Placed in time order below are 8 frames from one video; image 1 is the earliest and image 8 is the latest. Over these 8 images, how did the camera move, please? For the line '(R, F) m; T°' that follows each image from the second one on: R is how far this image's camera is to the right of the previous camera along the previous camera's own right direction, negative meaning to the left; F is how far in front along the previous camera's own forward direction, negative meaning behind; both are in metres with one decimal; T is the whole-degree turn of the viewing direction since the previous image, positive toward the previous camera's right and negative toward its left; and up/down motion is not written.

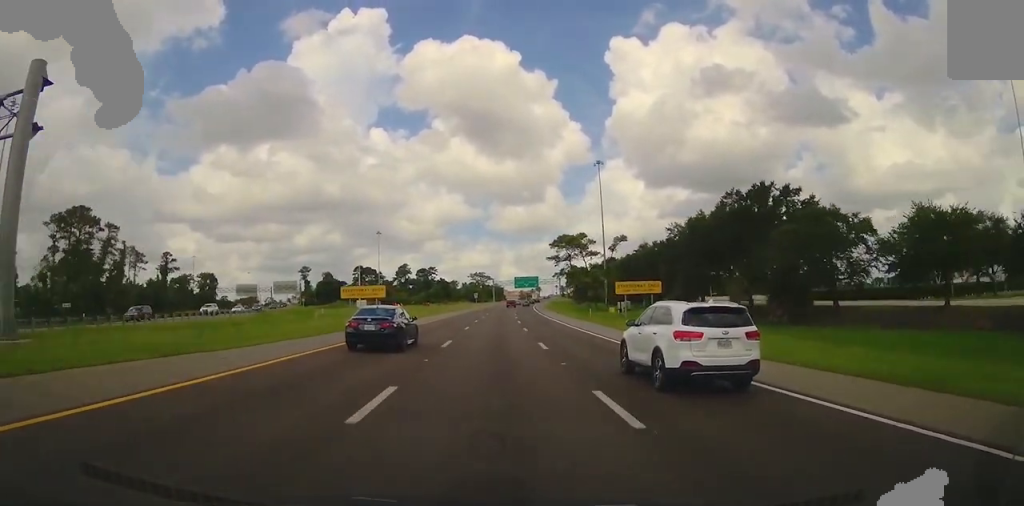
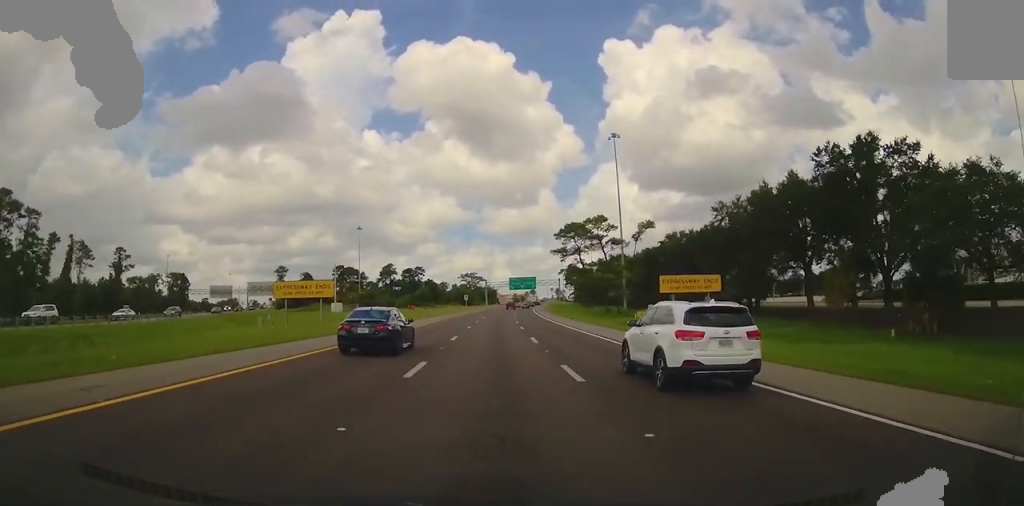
(0.0, +22.3) m; 0°
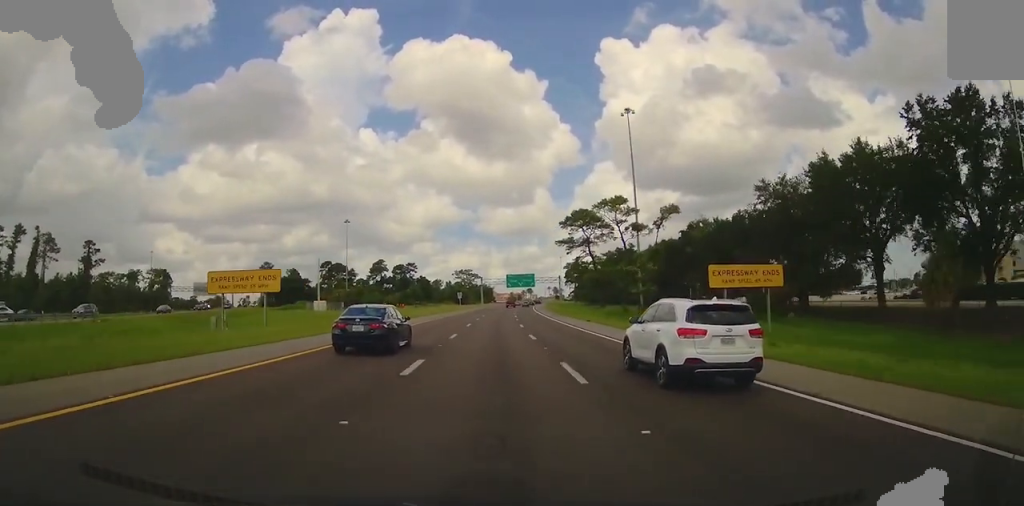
(-0.1, +13.0) m; +1°
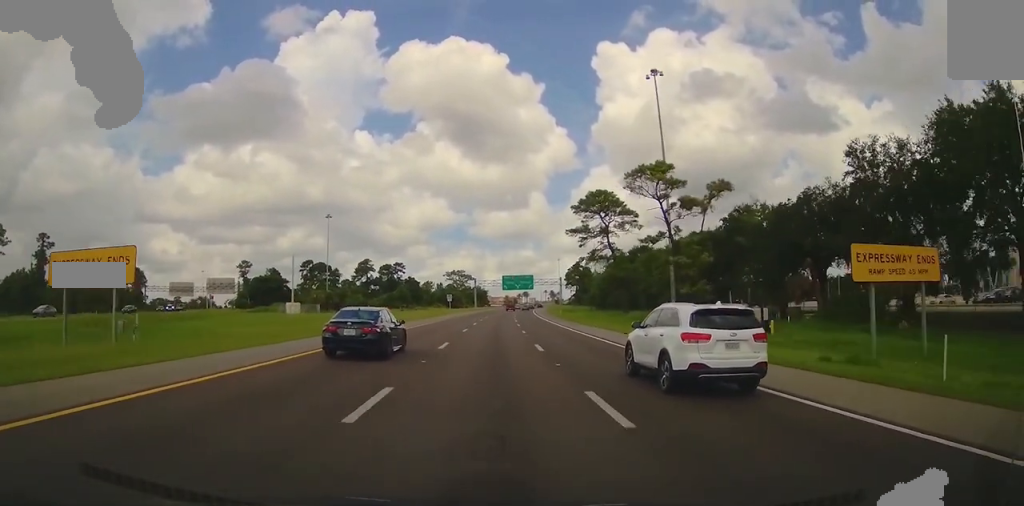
(+0.1, +17.6) m; 0°
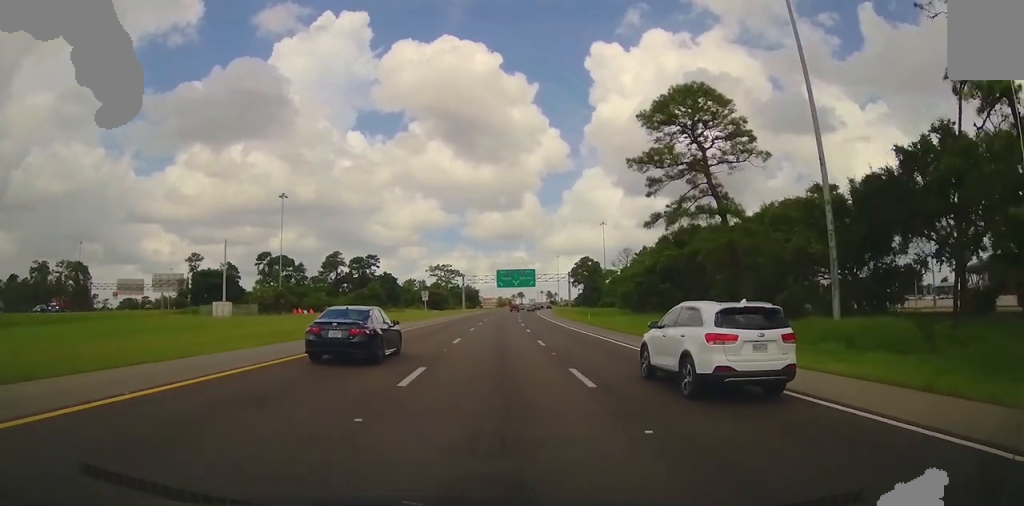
(+0.2, +35.1) m; 0°
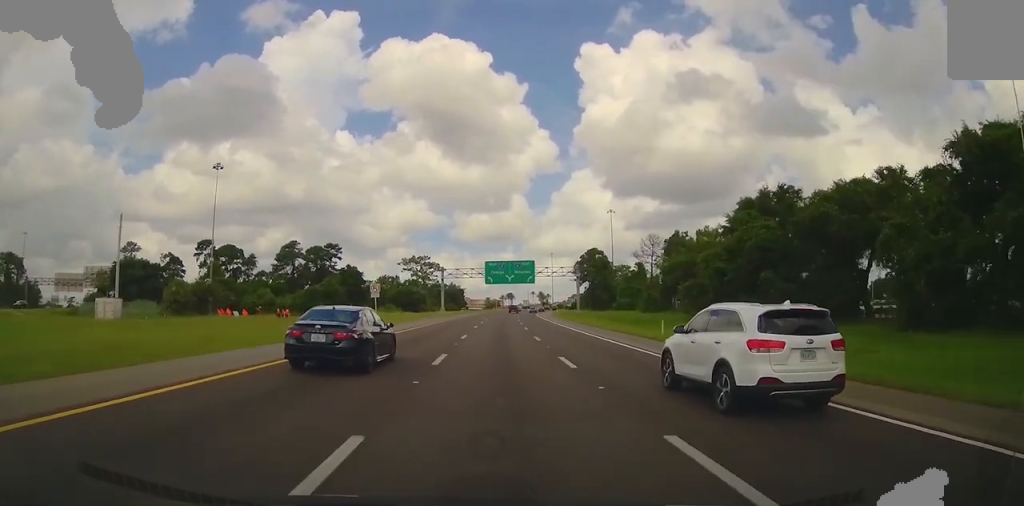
(+0.1, +32.2) m; +2°
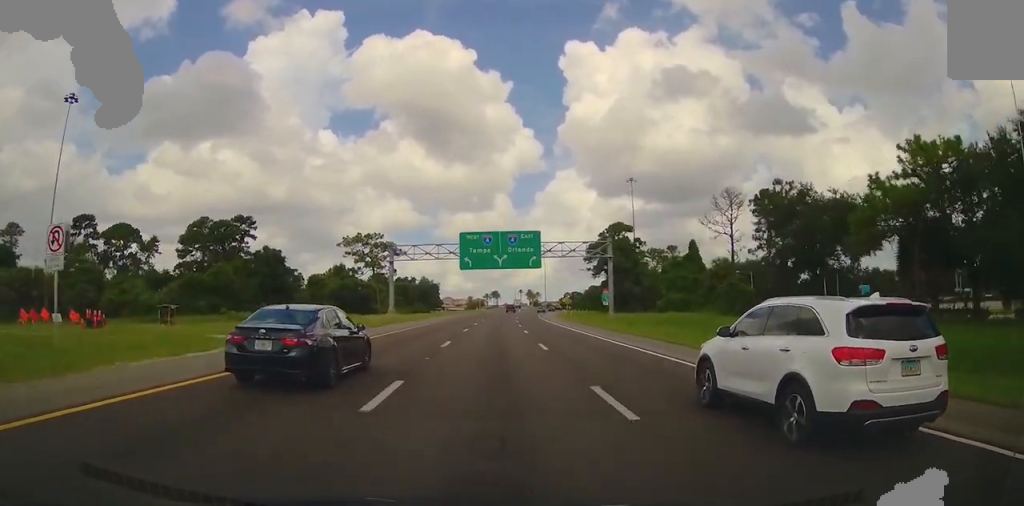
(+1.2, +44.5) m; +2°
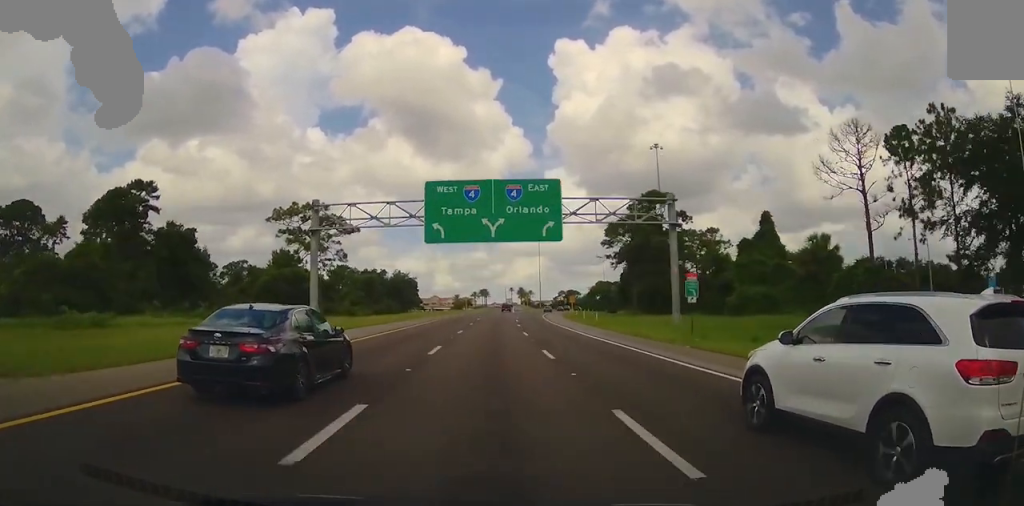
(0.0, +28.4) m; +1°
